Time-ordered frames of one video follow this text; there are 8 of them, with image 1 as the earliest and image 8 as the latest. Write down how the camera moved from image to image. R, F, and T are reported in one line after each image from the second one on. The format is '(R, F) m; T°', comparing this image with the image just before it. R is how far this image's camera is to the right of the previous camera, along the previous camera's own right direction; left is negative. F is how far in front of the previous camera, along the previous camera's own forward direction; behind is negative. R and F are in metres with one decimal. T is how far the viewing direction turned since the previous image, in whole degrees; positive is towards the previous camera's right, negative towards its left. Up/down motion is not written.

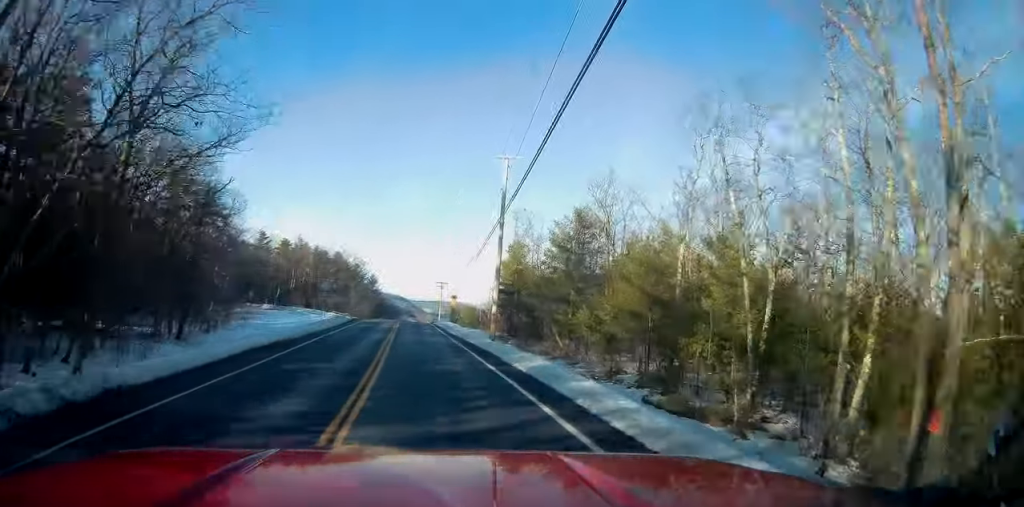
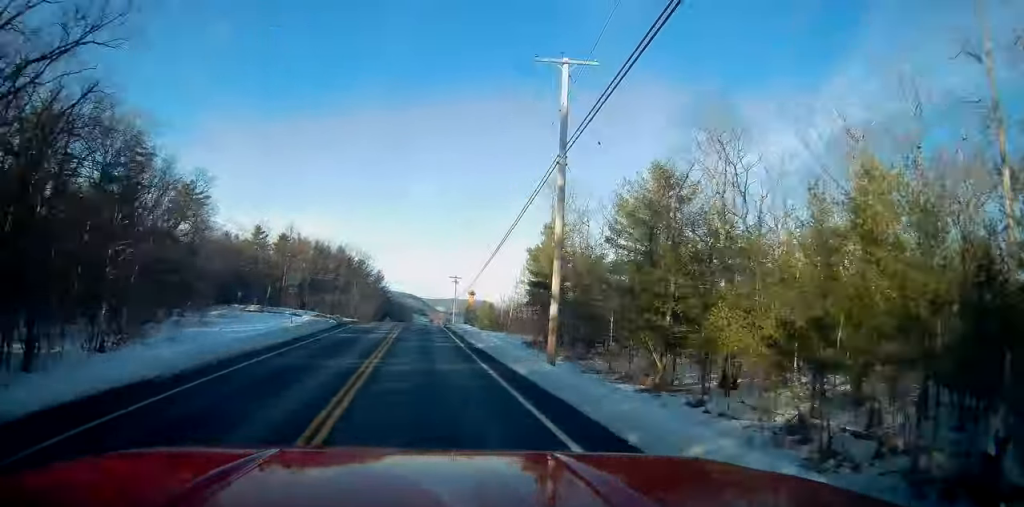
(-0.3, +14.4) m; -1°
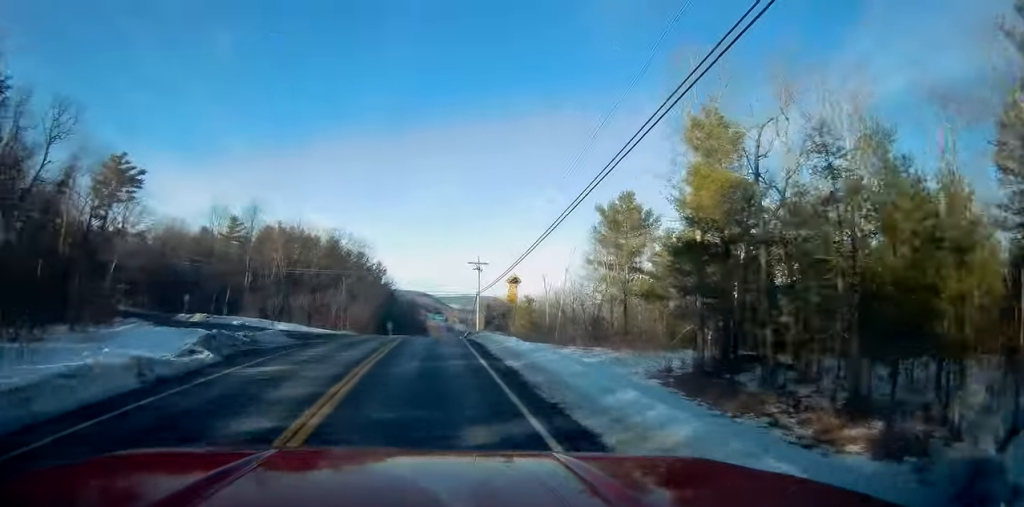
(-0.1, +25.8) m; -1°
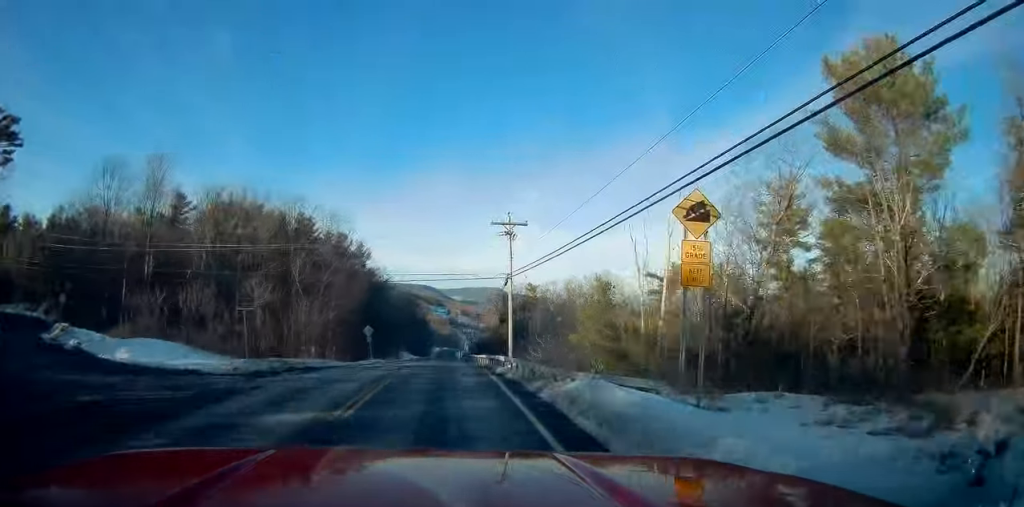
(-0.4, +27.4) m; -1°
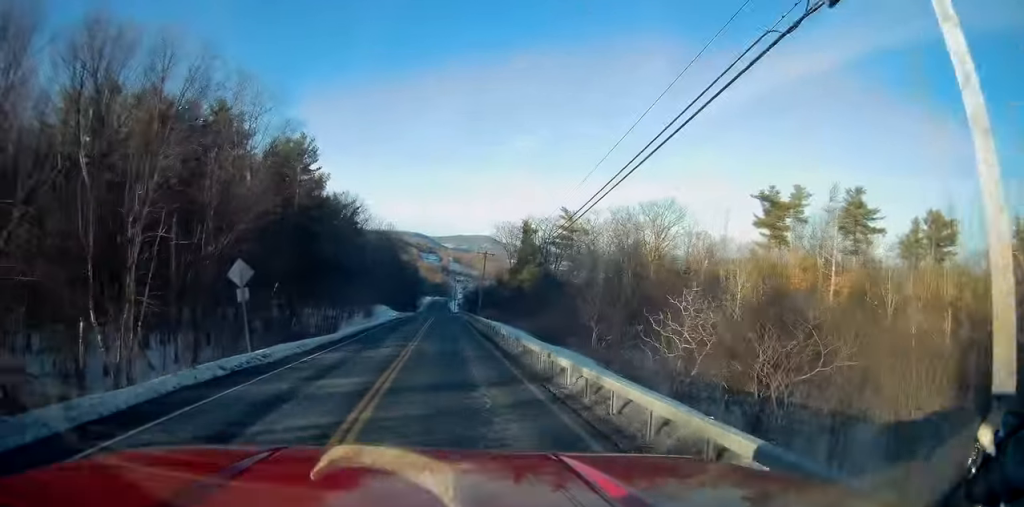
(+0.2, +34.5) m; +1°
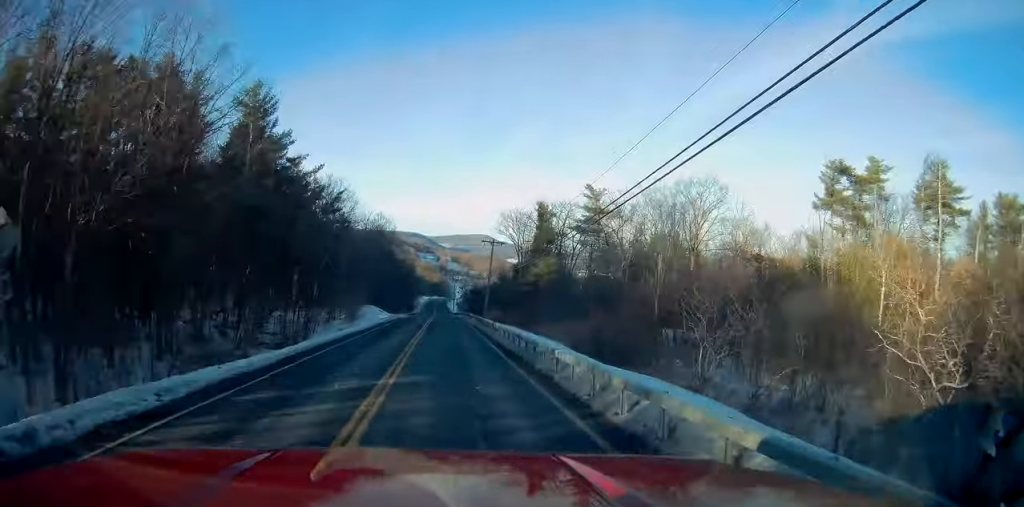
(0.0, +13.1) m; +1°
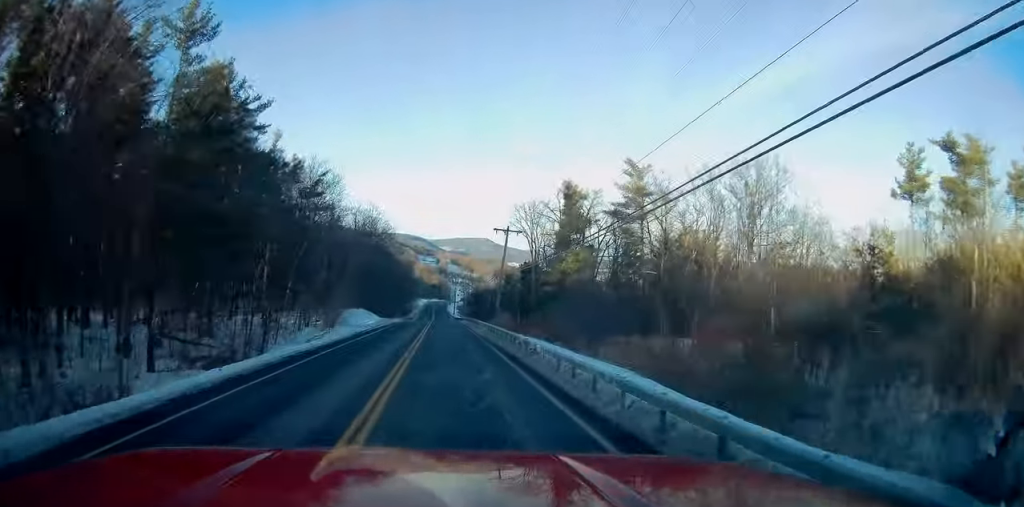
(+0.1, +12.5) m; 0°
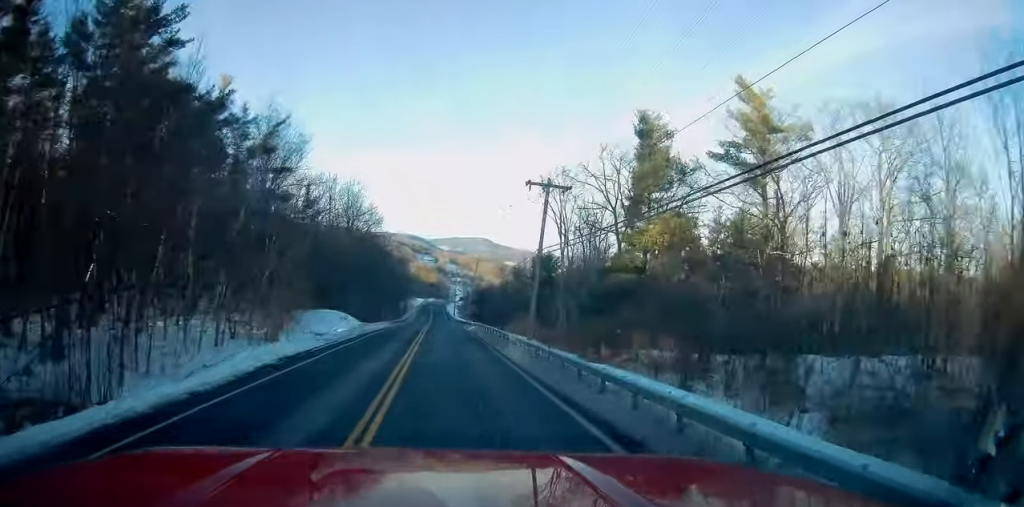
(+0.2, +18.7) m; 0°
